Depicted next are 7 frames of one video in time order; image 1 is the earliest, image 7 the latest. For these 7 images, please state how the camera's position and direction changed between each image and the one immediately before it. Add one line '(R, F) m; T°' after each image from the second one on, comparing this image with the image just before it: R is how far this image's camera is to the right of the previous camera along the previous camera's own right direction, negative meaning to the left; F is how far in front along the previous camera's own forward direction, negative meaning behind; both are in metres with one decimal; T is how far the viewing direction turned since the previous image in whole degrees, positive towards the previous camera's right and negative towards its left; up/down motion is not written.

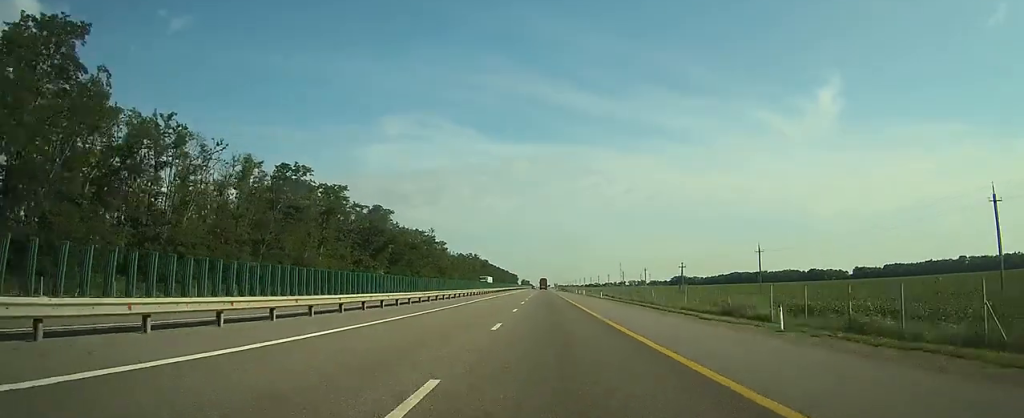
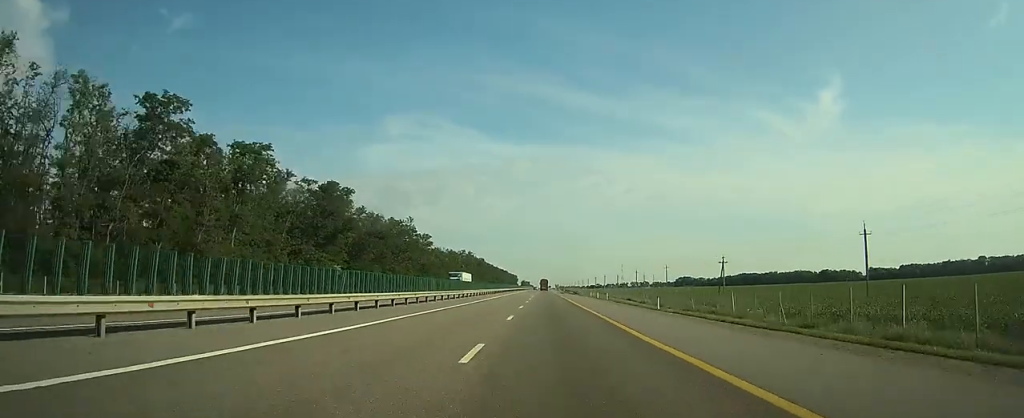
(0.0, +31.5) m; 0°
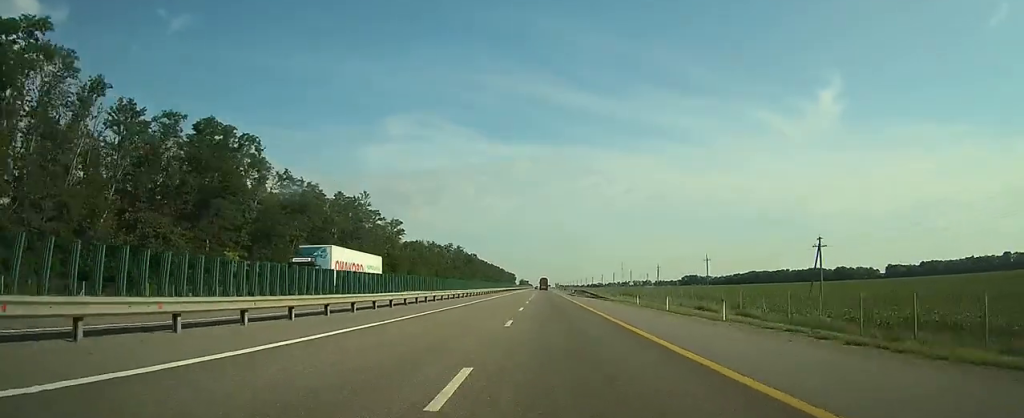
(-0.2, +39.6) m; 0°
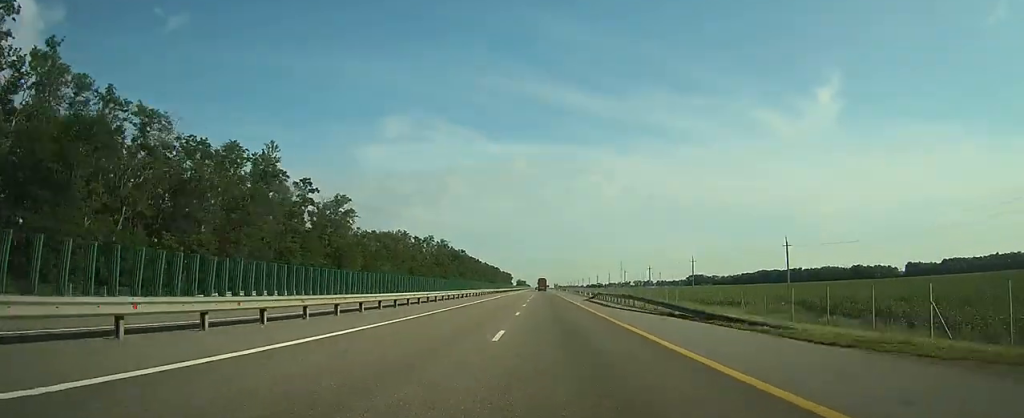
(-0.1, +40.8) m; 0°
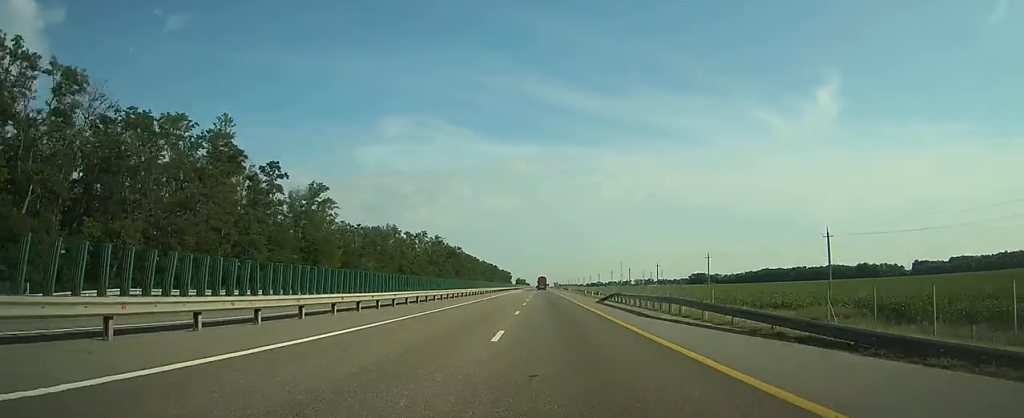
(0.0, +12.3) m; 0°
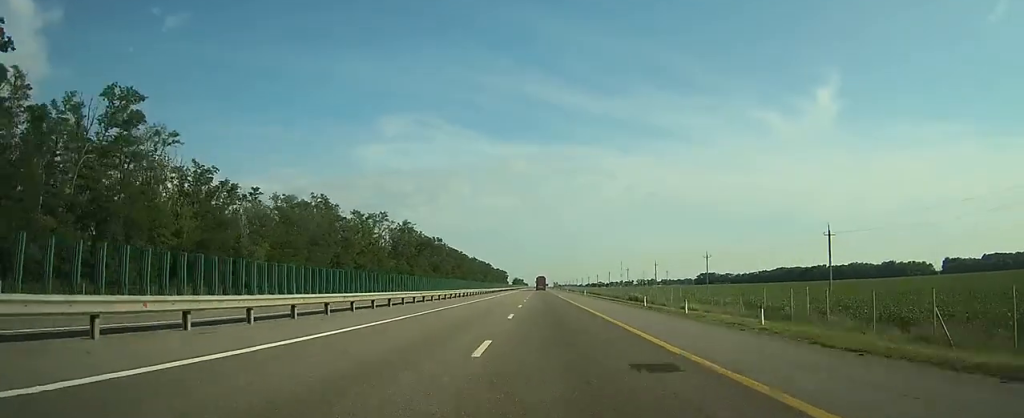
(+0.2, +51.2) m; 0°
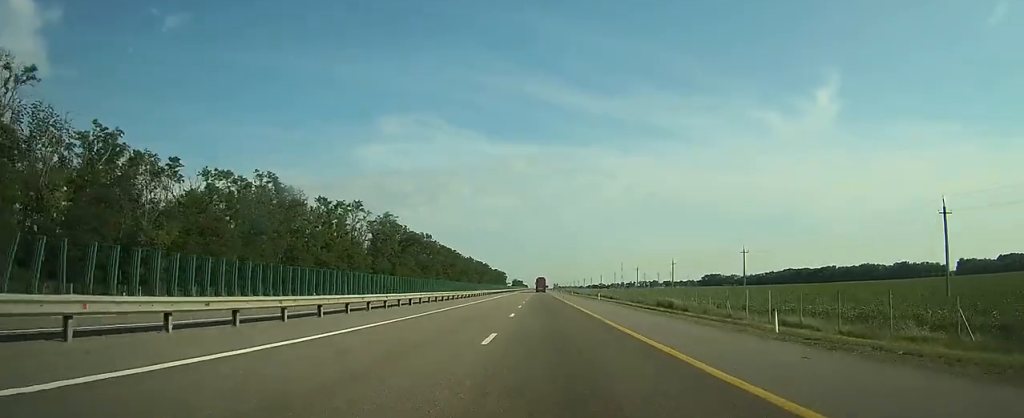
(0.0, +21.5) m; 0°
